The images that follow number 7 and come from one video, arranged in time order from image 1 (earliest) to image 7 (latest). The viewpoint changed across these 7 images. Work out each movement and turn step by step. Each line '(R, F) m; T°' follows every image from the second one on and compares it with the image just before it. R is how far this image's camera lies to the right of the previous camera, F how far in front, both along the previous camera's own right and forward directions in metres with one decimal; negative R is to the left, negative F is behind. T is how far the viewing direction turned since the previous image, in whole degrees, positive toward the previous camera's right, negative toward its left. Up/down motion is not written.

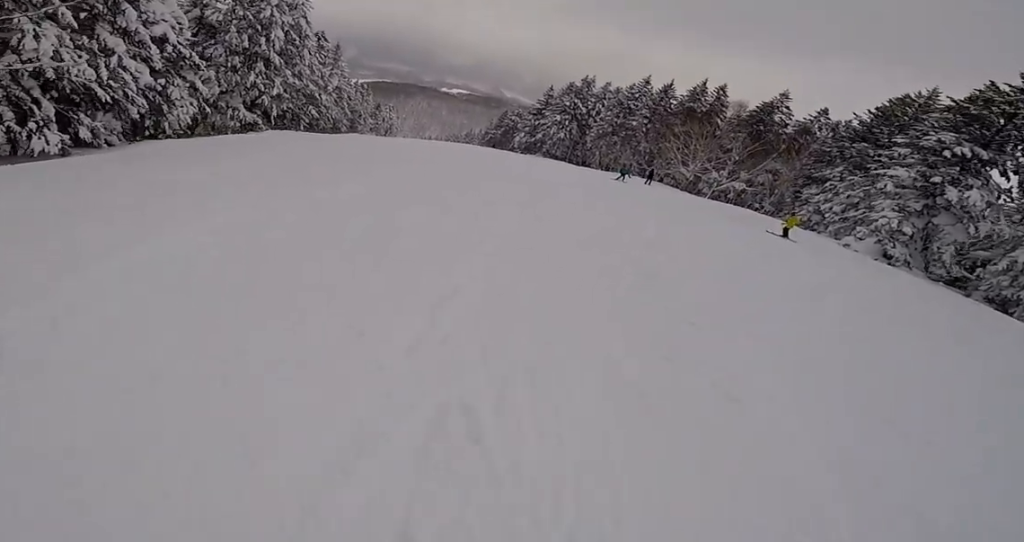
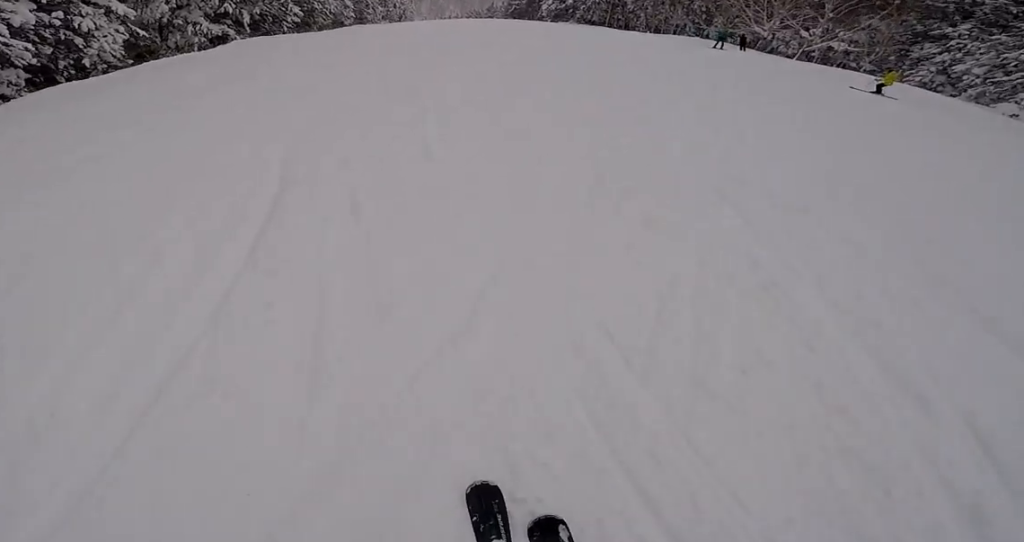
(-0.8, +6.5) m; -11°
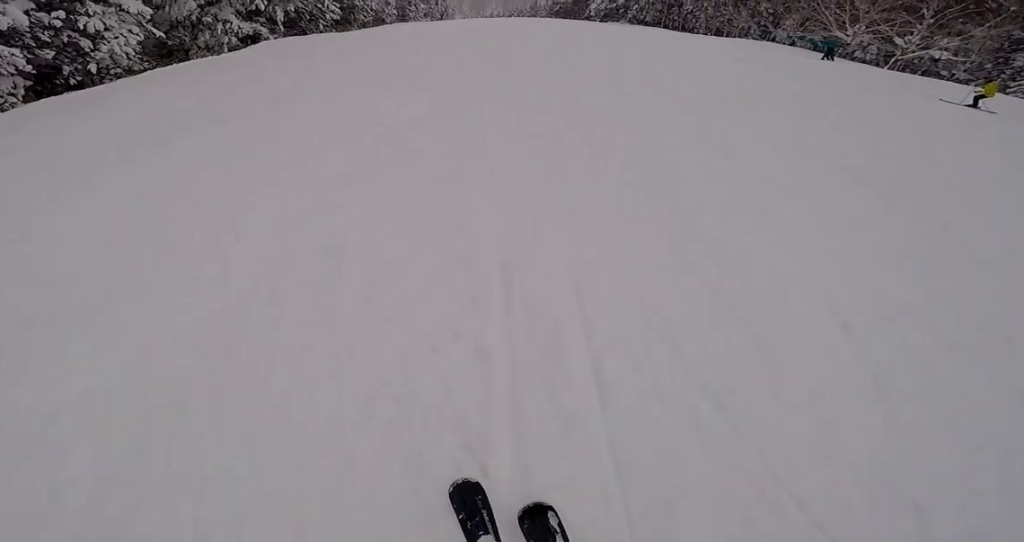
(+0.2, +3.9) m; -7°
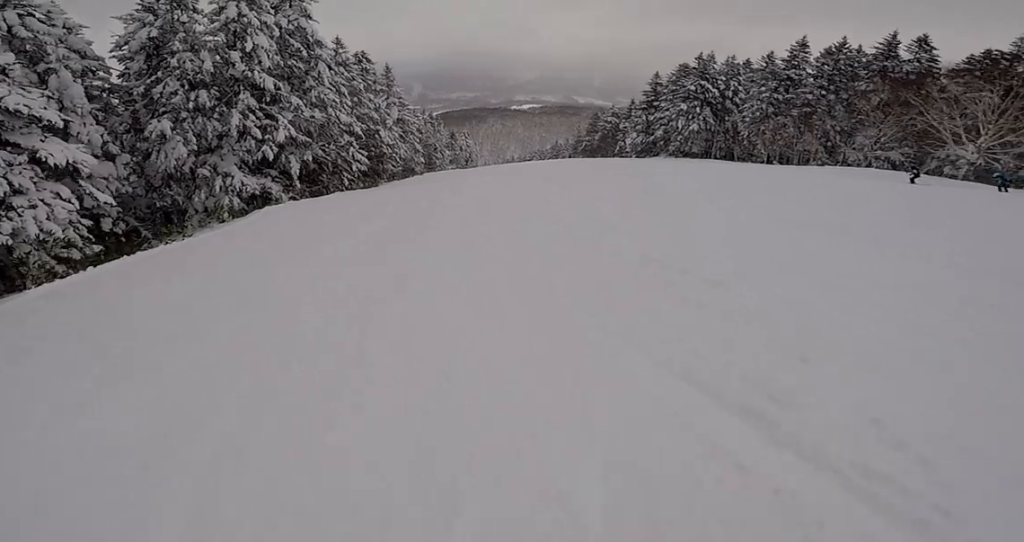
(-1.7, +10.2) m; +1°
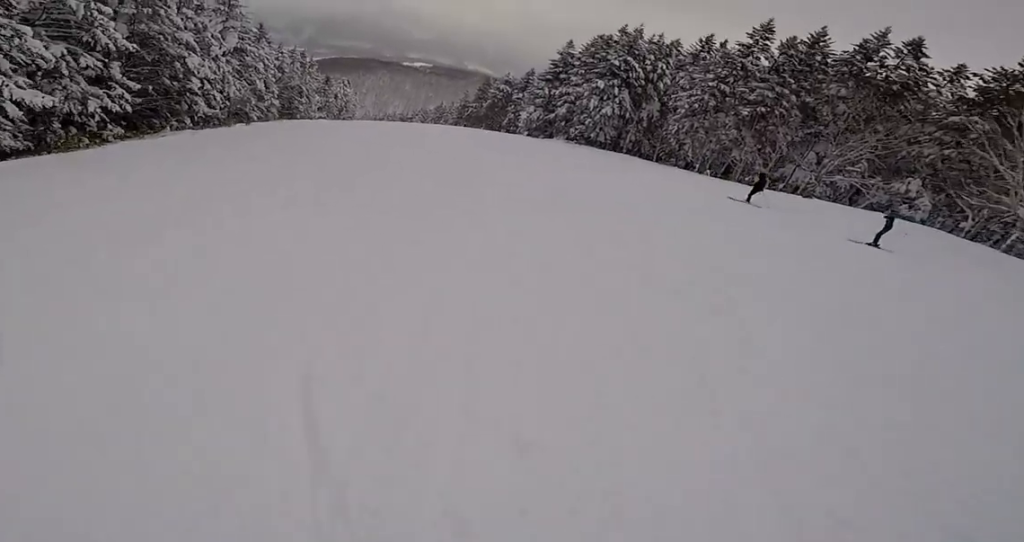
(+3.5, +18.7) m; +11°
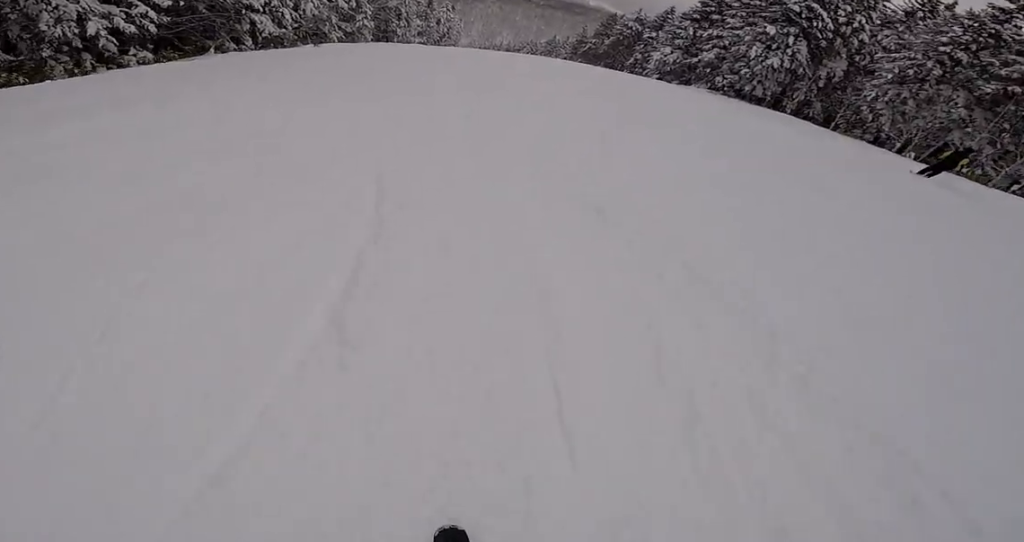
(0.0, +7.2) m; -12°
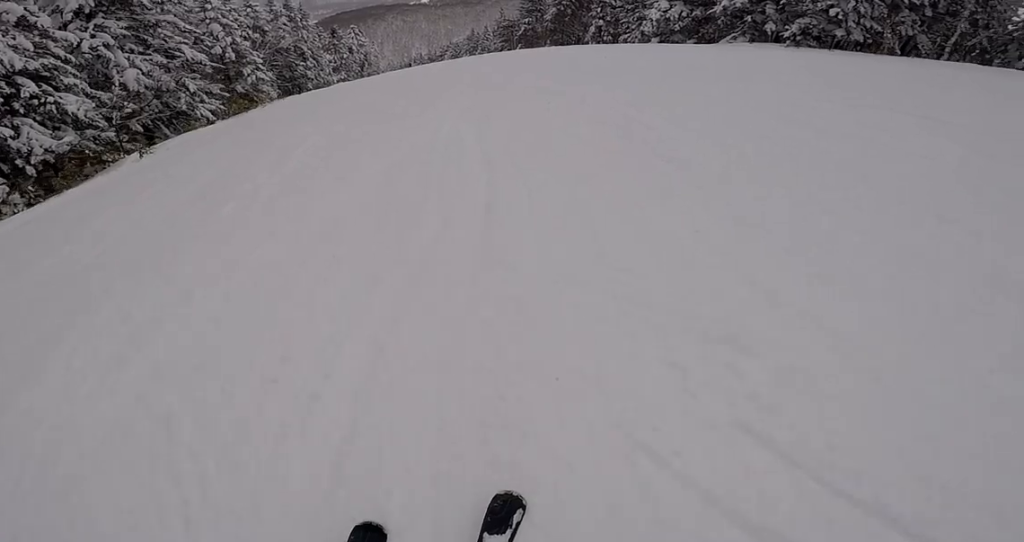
(-2.6, +21.6) m; +13°
